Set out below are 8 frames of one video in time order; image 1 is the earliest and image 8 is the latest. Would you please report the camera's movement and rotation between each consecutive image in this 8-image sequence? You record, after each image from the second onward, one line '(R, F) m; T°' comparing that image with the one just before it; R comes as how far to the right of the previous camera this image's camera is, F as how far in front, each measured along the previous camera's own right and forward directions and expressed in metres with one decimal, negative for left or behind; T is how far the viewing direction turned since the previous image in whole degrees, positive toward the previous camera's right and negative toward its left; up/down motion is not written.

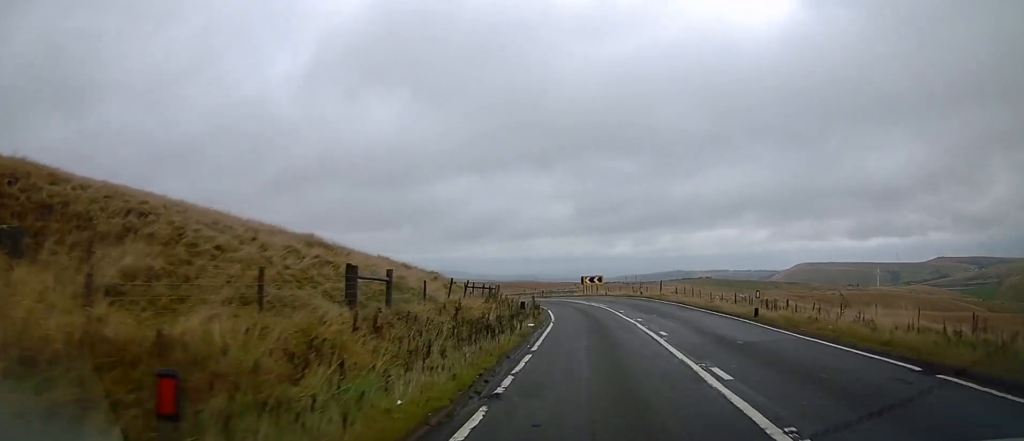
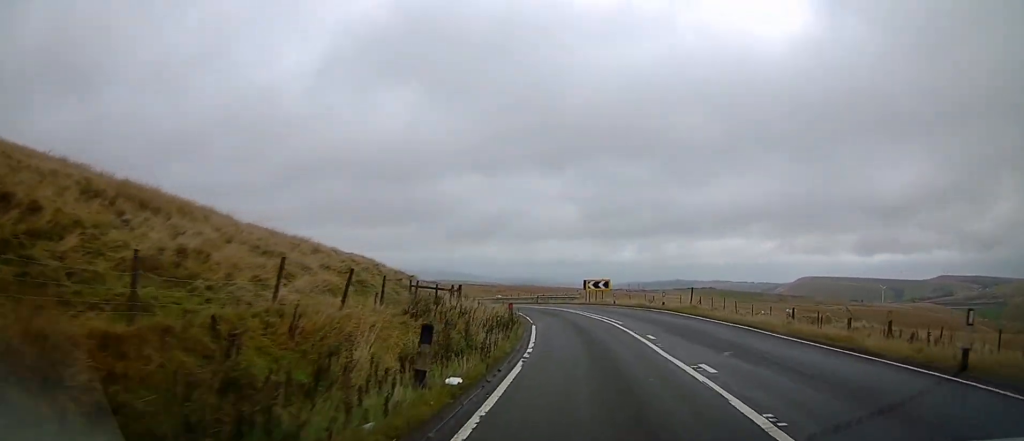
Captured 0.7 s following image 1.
(0.0, +10.7) m; 0°
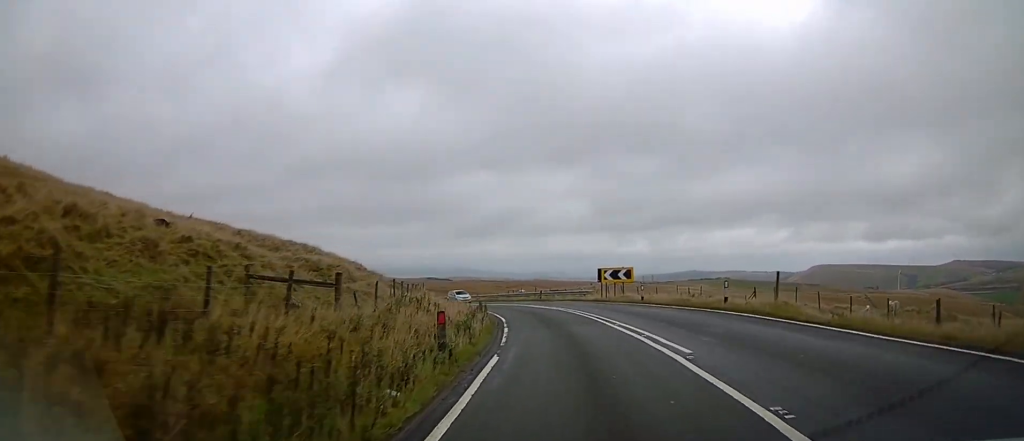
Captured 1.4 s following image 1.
(-0.1, +11.9) m; -2°
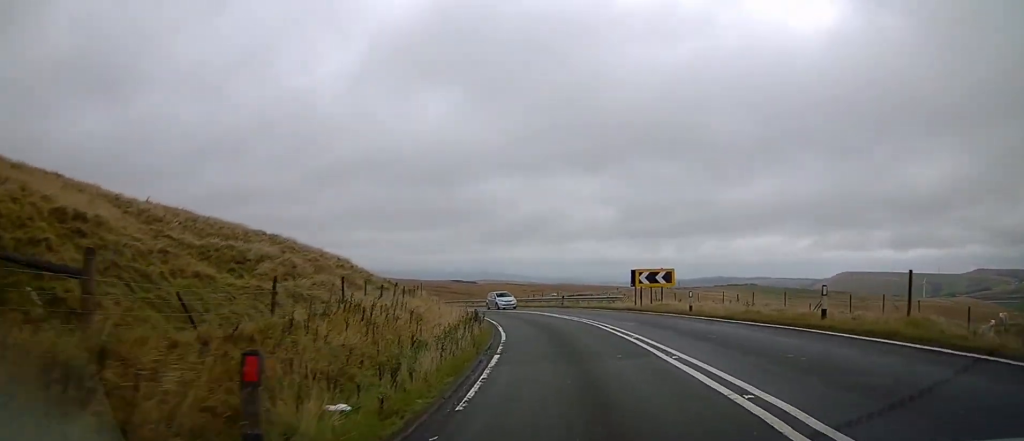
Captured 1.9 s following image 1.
(+0.1, +6.6) m; -1°
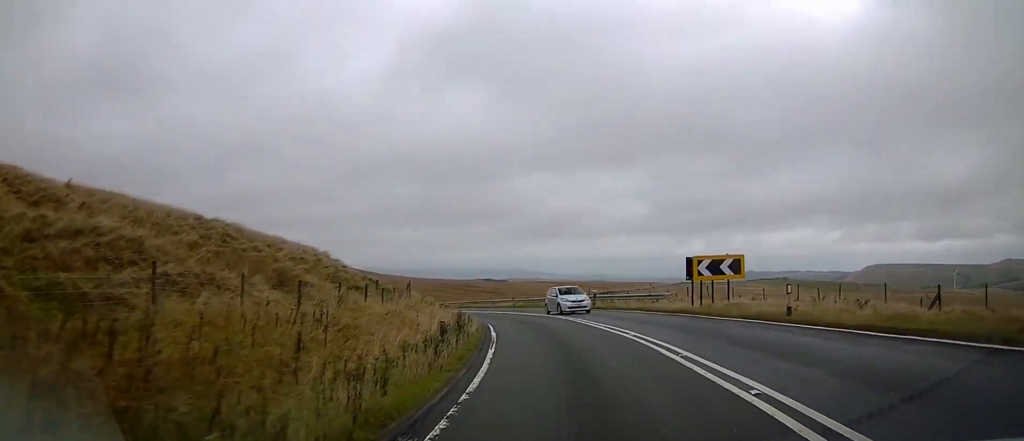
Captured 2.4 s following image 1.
(-0.2, +7.9) m; -3°
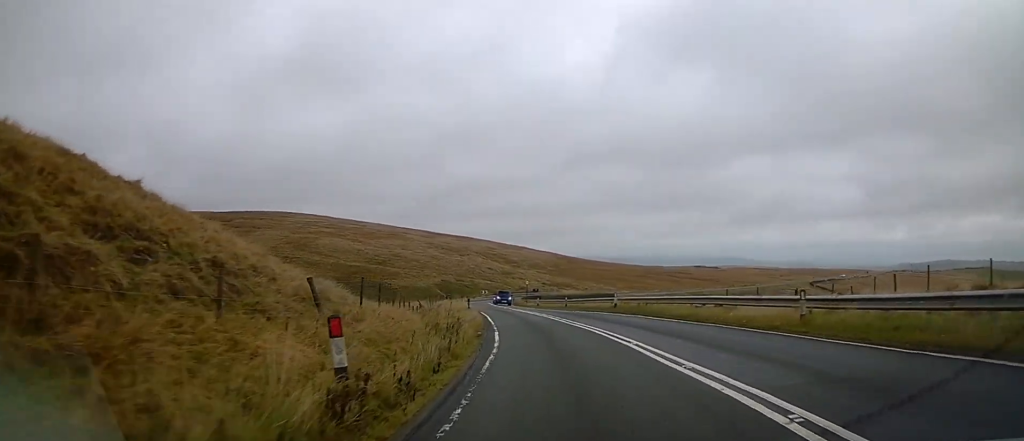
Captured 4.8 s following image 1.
(-5.4, +34.1) m; -20°
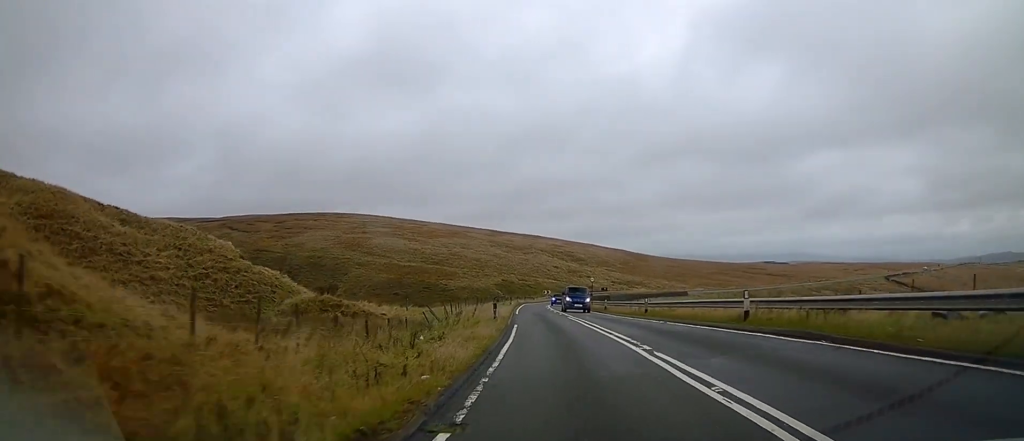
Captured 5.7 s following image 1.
(-1.2, +13.2) m; -7°
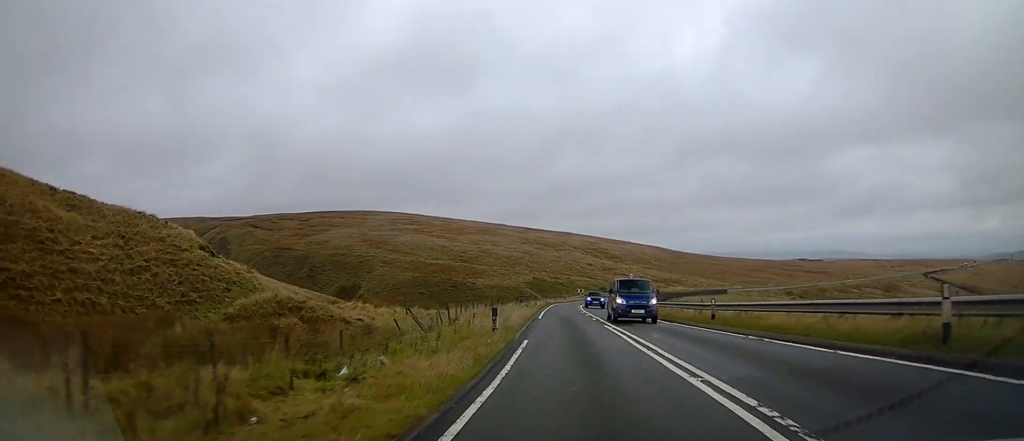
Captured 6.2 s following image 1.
(-0.3, +7.8) m; -3°
